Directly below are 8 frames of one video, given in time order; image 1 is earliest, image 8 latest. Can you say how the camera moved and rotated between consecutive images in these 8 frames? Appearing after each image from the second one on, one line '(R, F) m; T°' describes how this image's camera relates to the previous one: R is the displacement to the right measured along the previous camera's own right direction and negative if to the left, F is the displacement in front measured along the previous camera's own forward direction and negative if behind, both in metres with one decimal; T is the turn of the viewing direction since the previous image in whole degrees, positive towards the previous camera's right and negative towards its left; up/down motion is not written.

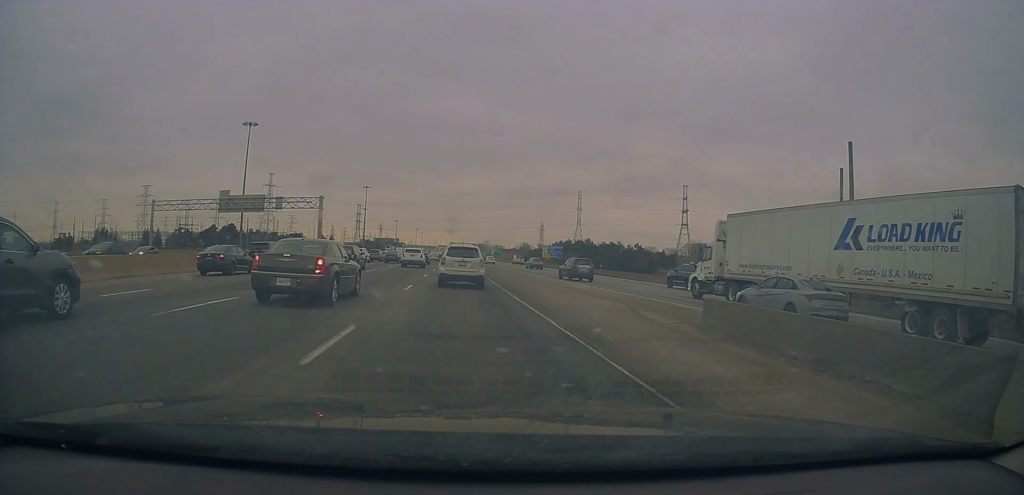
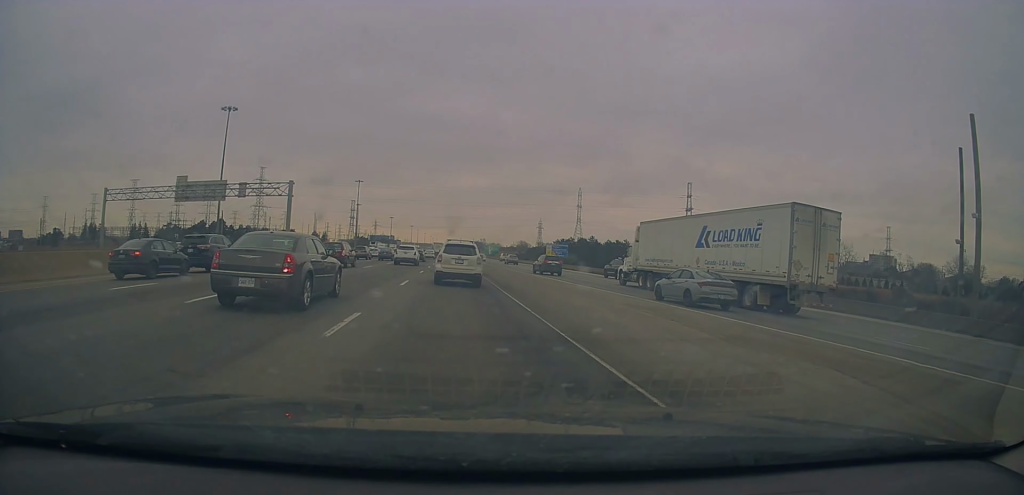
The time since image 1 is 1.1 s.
(-0.1, +11.2) m; 0°
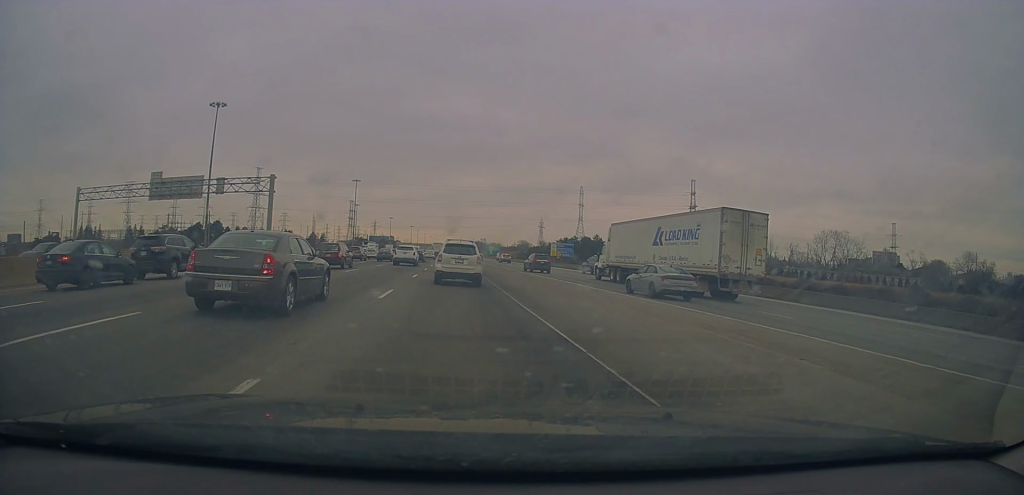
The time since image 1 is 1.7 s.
(+0.1, +6.0) m; +1°
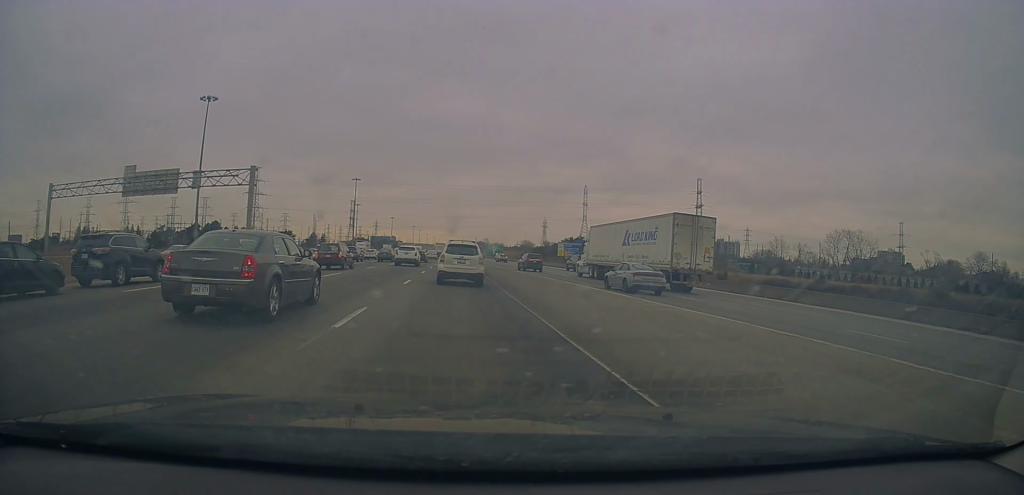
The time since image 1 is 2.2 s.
(+0.1, +5.6) m; 0°
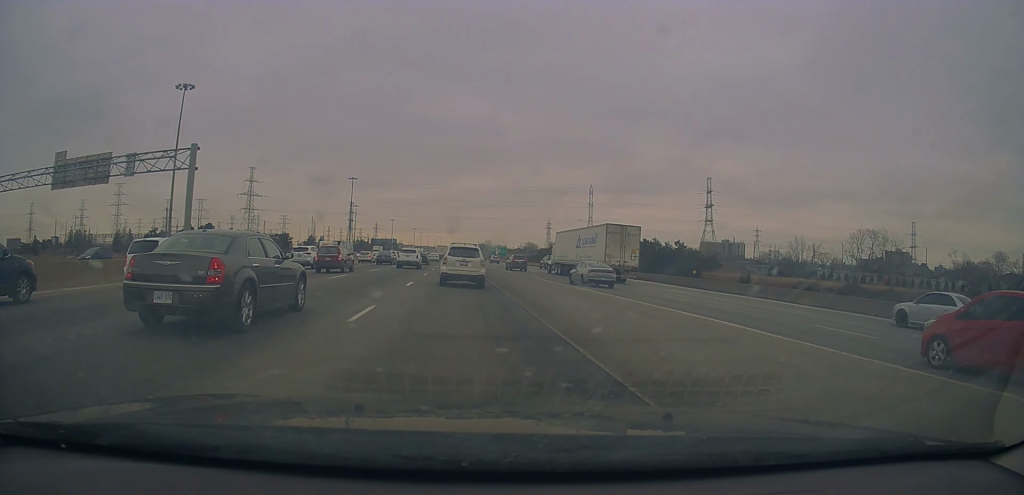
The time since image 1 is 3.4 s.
(-0.1, +11.4) m; -2°
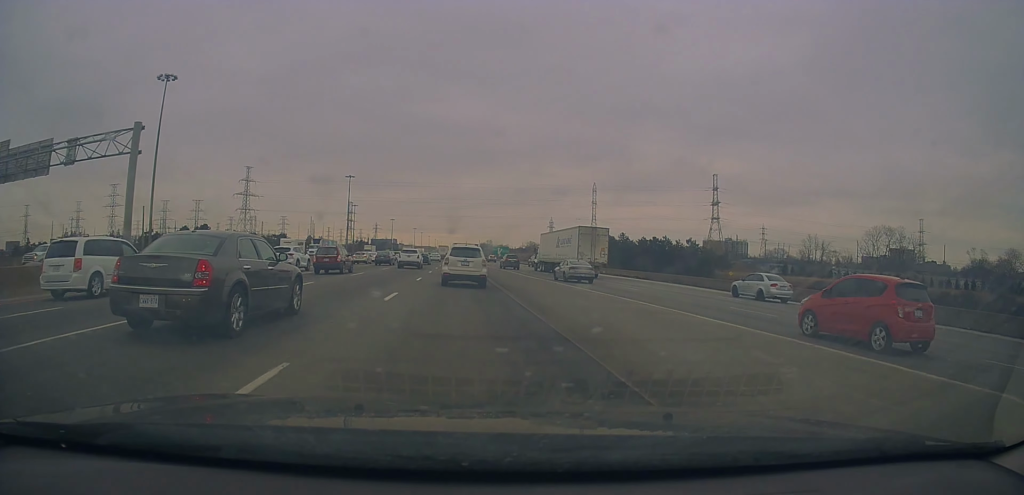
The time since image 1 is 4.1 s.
(-0.1, +7.1) m; -1°
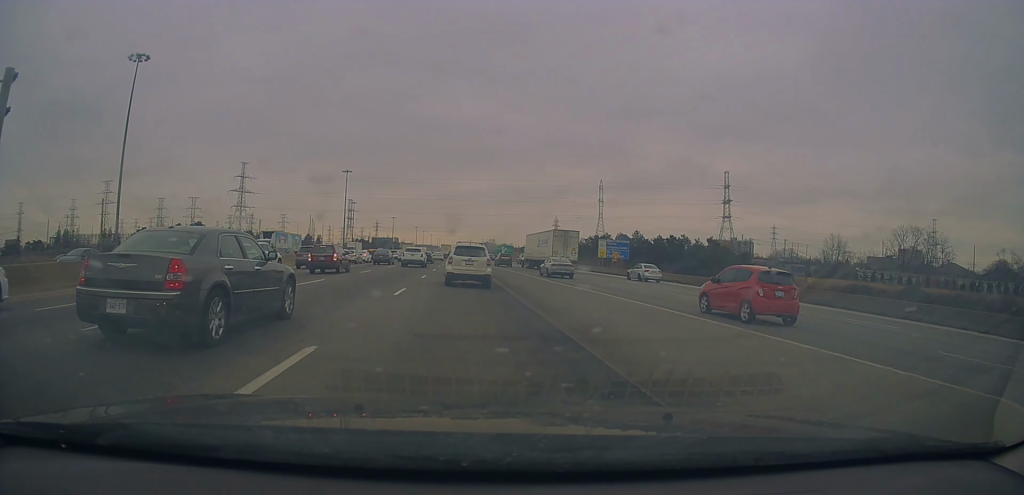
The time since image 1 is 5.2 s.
(0.0, +10.6) m; 0°
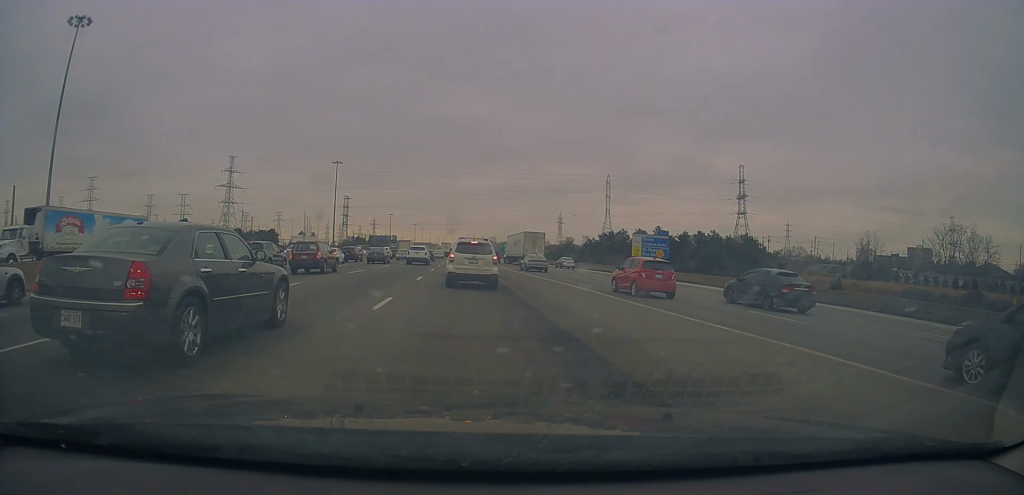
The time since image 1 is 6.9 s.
(0.0, +17.2) m; 0°
